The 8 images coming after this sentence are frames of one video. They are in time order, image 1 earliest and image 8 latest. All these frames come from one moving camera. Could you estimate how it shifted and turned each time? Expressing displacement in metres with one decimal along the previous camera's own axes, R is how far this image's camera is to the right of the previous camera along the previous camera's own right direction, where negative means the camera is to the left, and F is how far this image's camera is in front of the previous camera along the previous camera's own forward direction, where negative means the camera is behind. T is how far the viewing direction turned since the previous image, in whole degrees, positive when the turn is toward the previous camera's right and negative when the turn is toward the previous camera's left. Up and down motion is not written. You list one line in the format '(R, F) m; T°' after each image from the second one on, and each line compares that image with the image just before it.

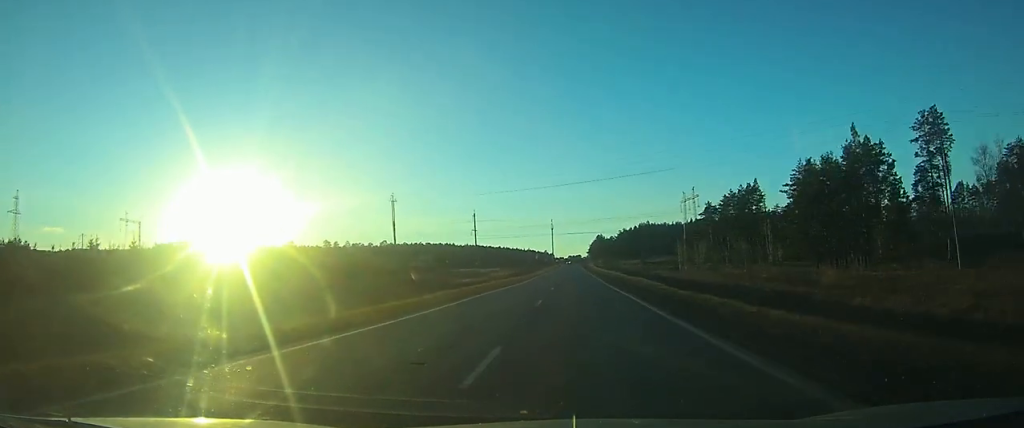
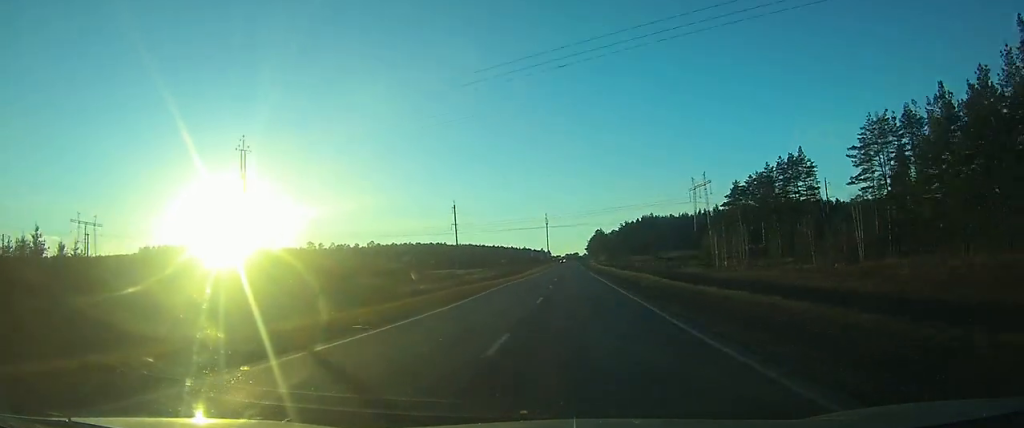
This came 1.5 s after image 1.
(0.0, +33.4) m; 0°
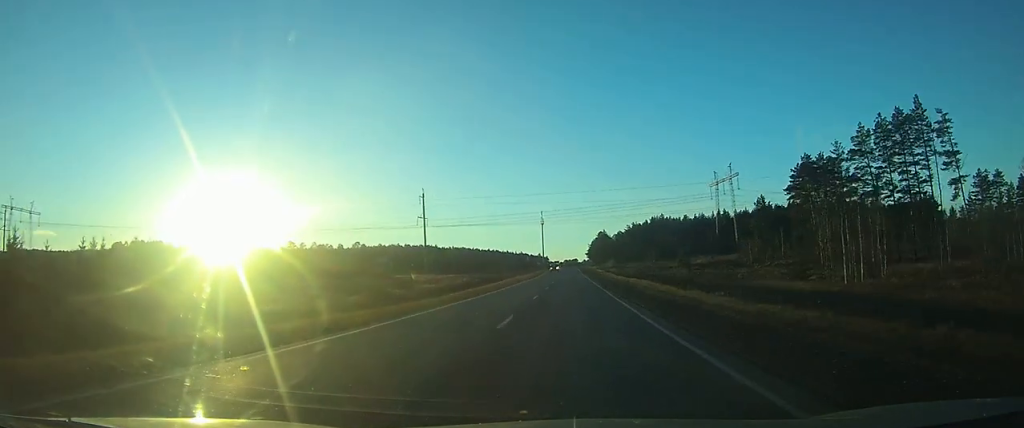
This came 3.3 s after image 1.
(+0.4, +42.7) m; 0°
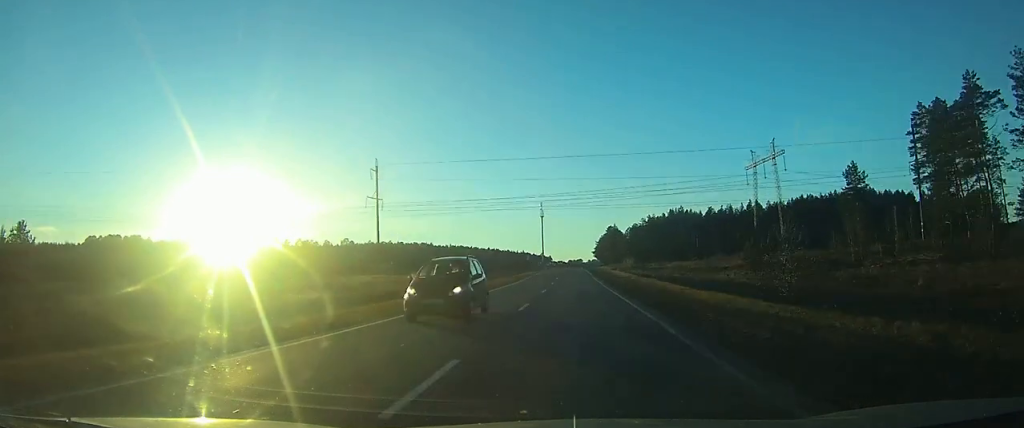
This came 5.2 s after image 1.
(-0.1, +42.6) m; 0°
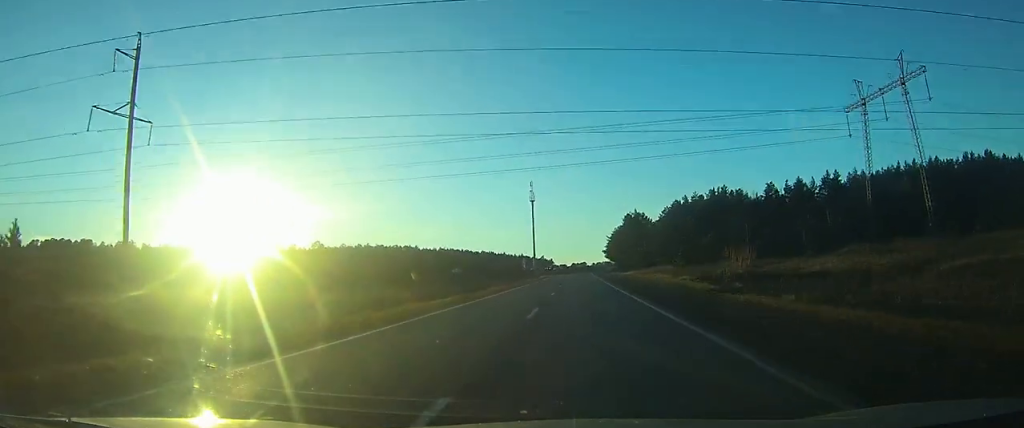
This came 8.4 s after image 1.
(-0.2, +72.5) m; 0°
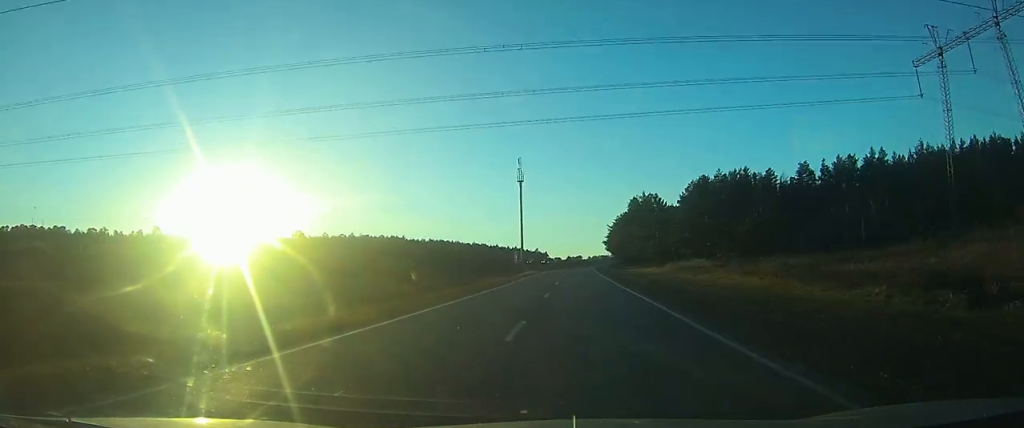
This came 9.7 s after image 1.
(0.0, +28.4) m; 0°
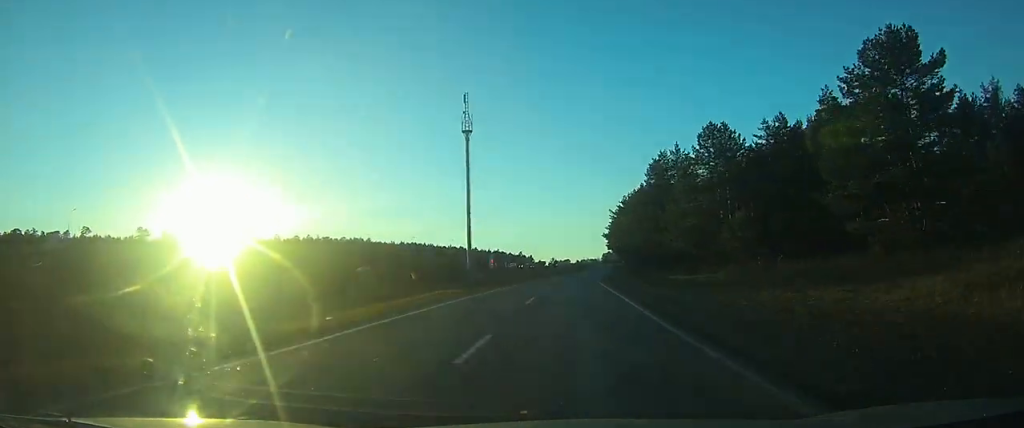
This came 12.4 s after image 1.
(+0.5, +59.9) m; +1°
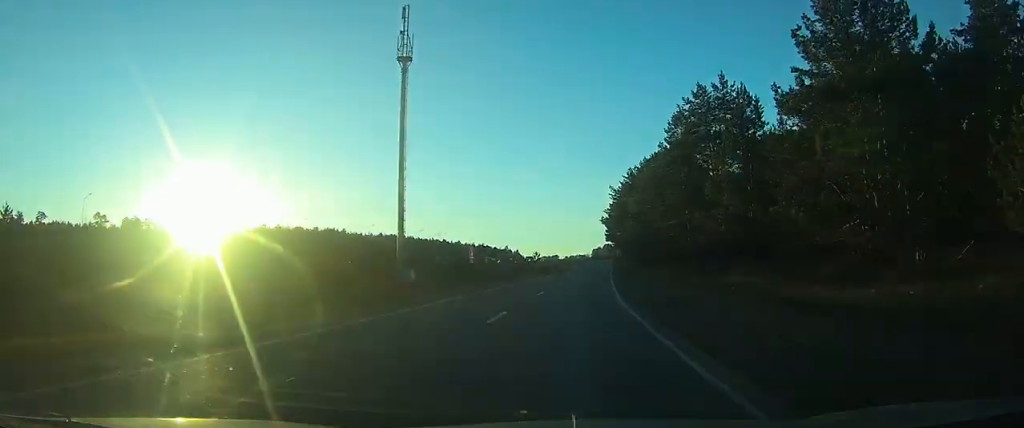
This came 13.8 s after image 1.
(+0.2, +29.9) m; +1°
